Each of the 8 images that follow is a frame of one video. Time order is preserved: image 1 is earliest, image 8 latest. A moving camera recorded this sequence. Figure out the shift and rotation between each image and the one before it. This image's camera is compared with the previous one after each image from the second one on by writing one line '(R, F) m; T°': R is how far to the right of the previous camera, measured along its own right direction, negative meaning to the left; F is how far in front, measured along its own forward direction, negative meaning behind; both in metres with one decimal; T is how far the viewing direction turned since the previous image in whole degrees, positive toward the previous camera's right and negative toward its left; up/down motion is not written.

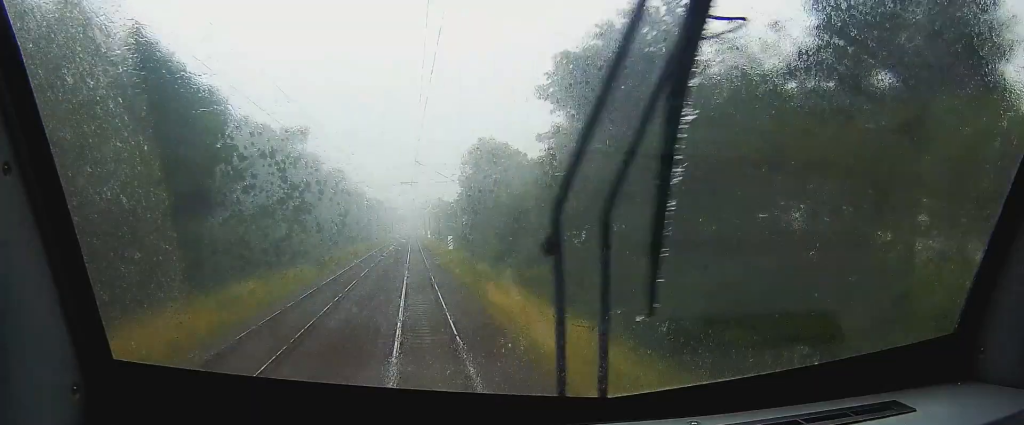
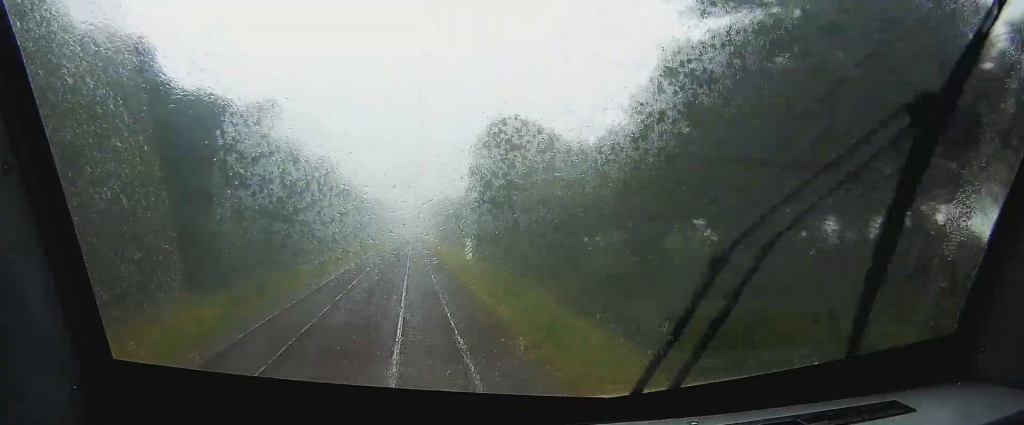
(-0.1, +20.4) m; 0°
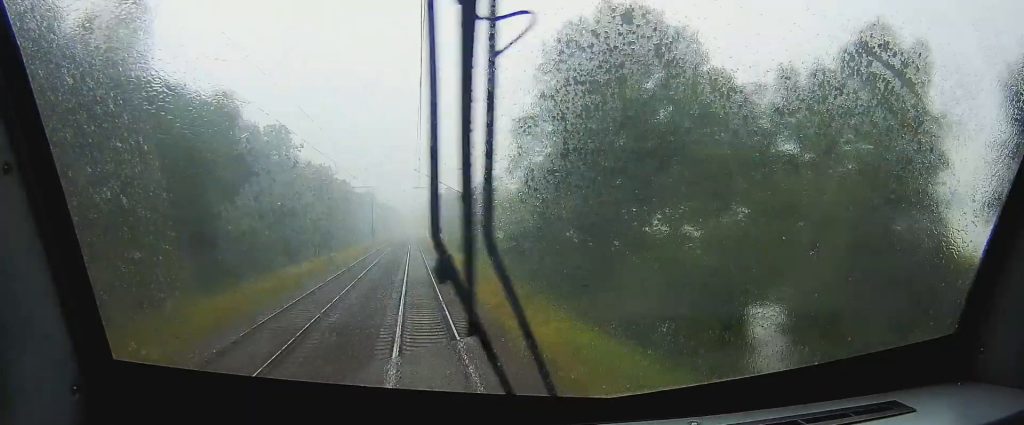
(+0.2, +37.2) m; 0°
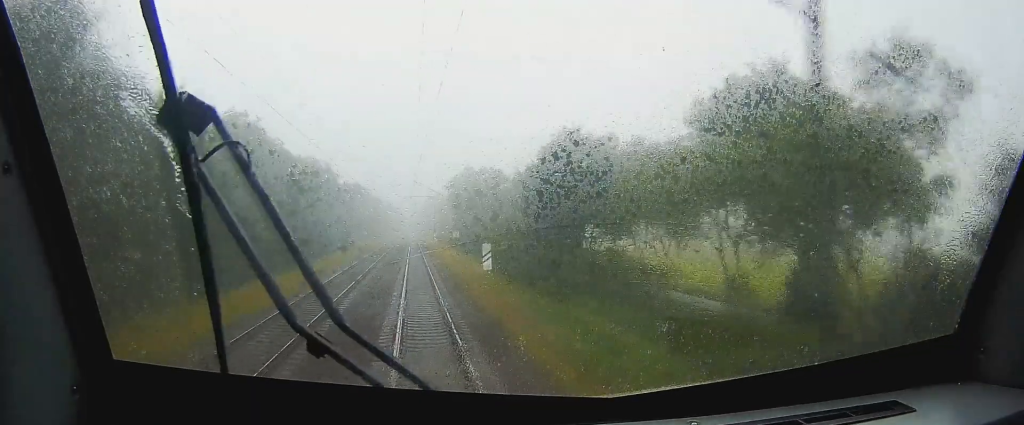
(-0.2, +50.4) m; -1°
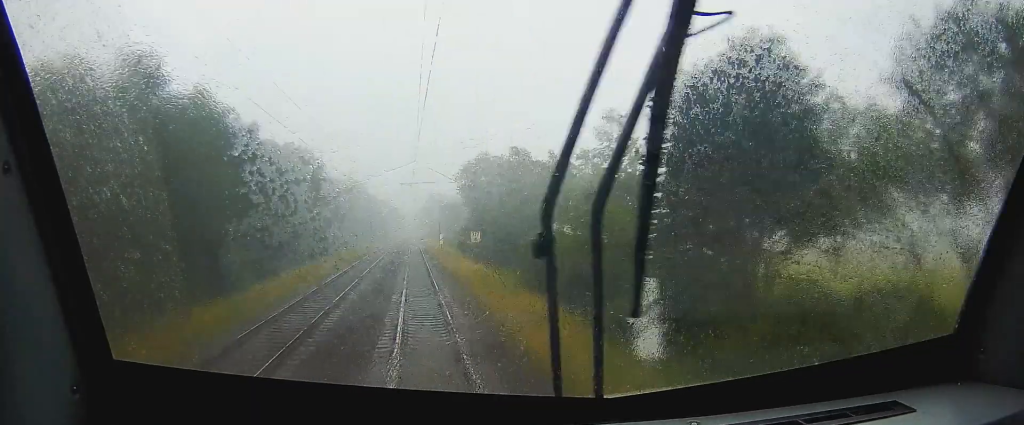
(-0.2, +21.5) m; 0°
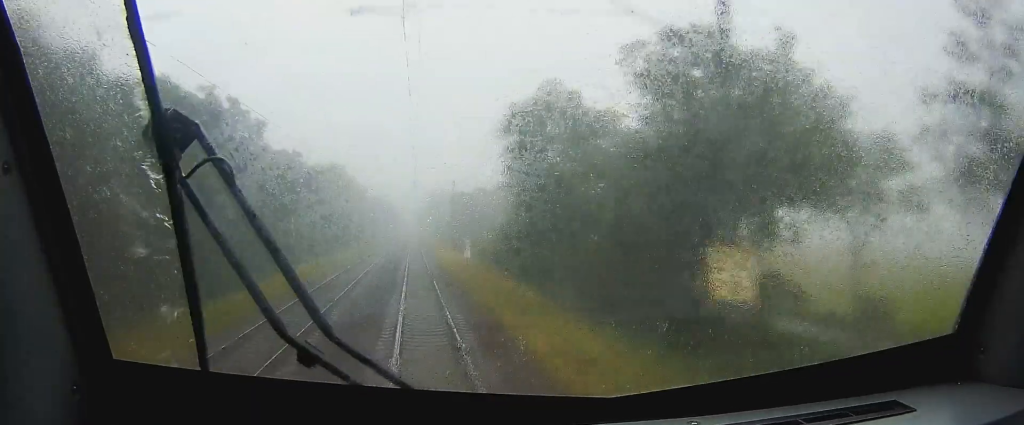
(+0.1, +39.4) m; 0°
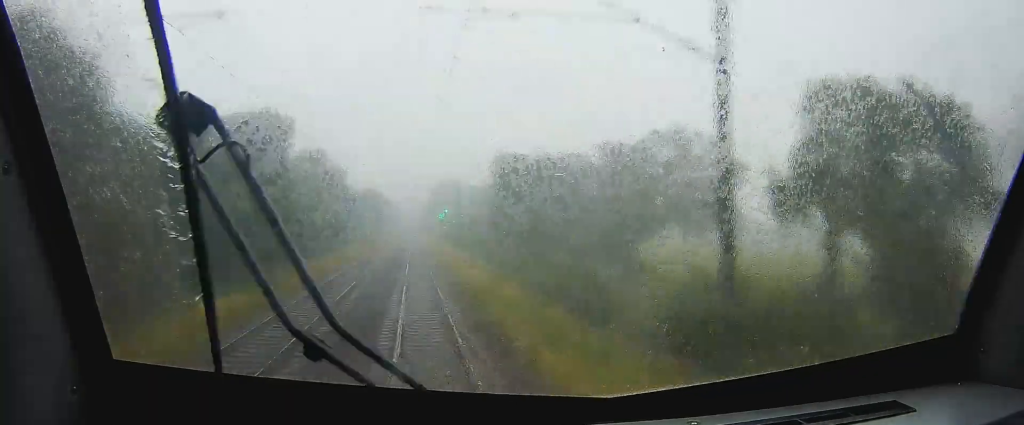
(+0.5, +64.7) m; +1°
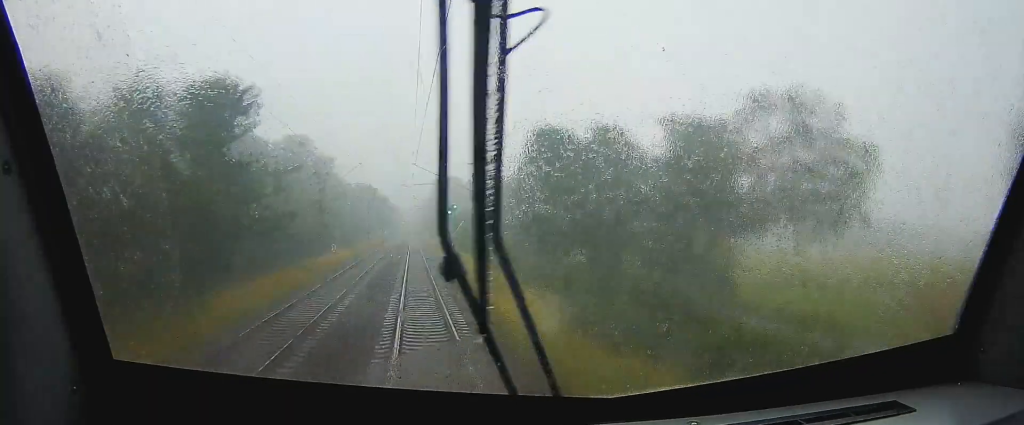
(0.0, +18.0) m; 0°
